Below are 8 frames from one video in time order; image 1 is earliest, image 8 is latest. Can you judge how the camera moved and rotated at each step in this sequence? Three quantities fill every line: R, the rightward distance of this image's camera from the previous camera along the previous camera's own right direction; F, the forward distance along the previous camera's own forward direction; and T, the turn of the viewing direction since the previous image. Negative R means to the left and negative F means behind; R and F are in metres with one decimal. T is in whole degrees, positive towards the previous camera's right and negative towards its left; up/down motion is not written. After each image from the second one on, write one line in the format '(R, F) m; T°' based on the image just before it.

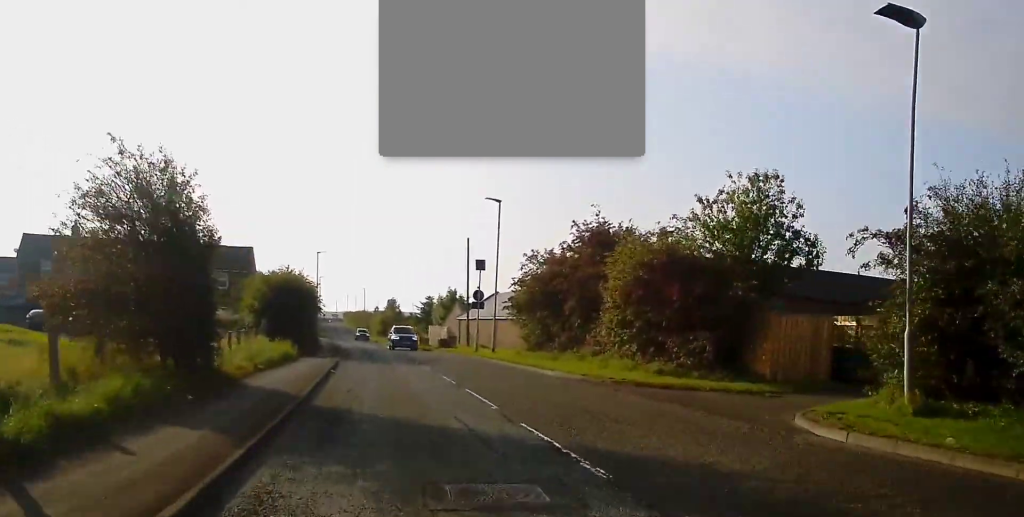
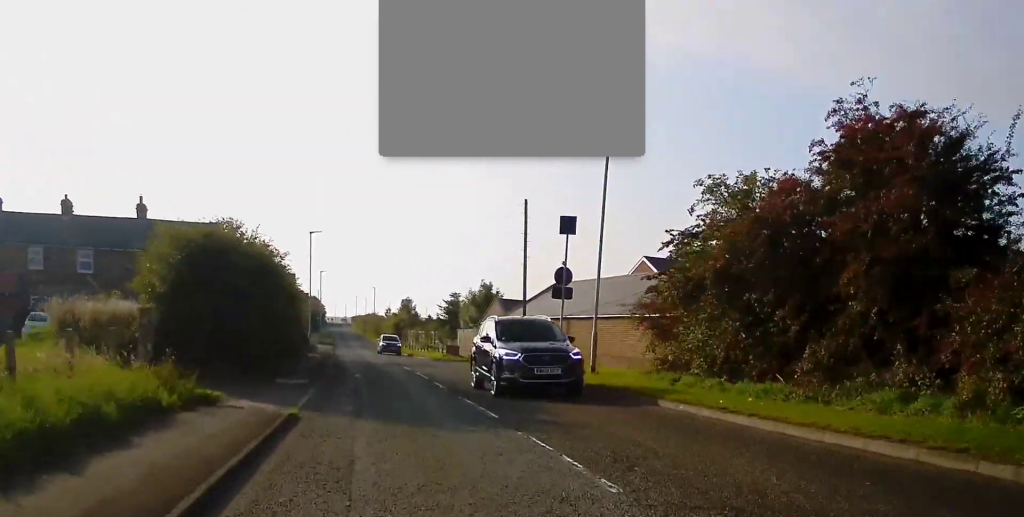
(-0.4, +18.4) m; -1°
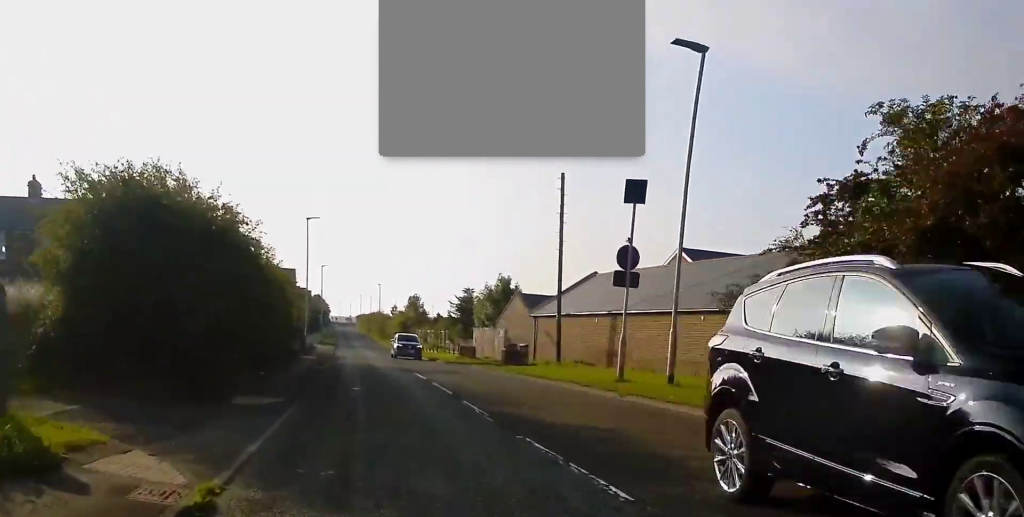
(0.0, +6.2) m; 0°
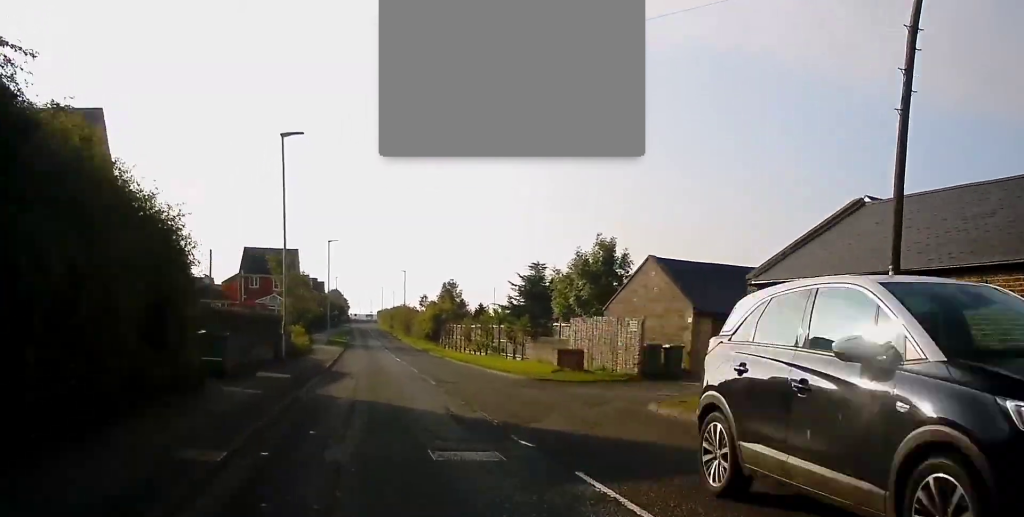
(-0.1, +20.7) m; -2°
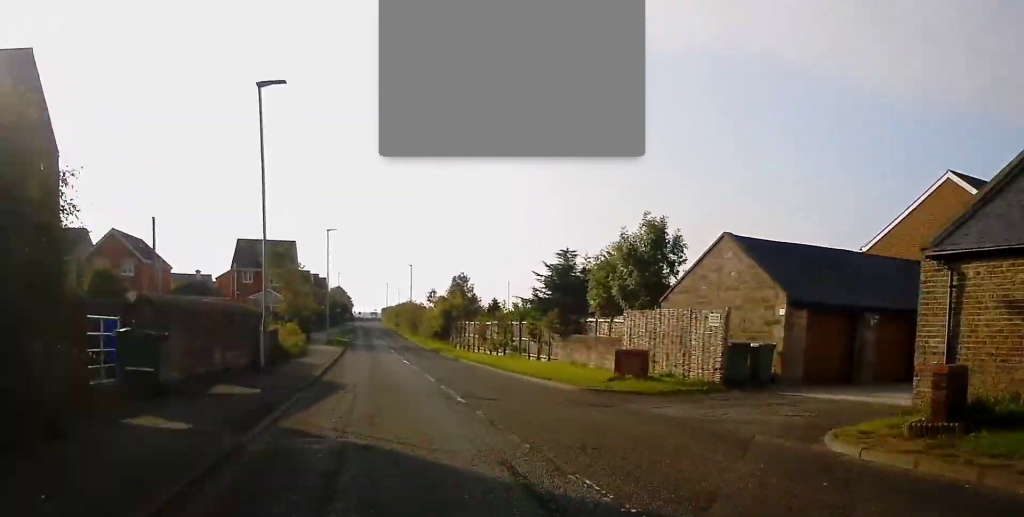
(-0.3, +6.2) m; -1°
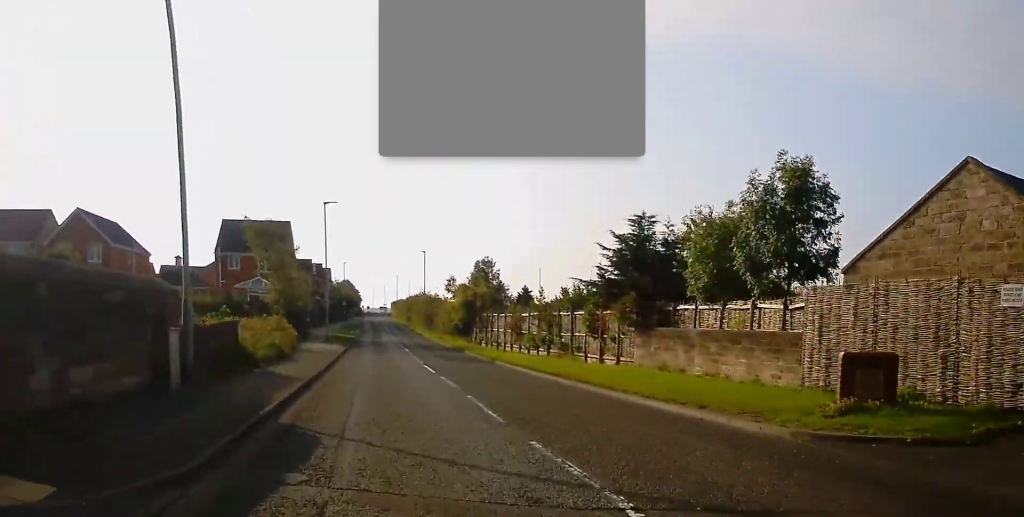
(-0.1, +10.4) m; +1°
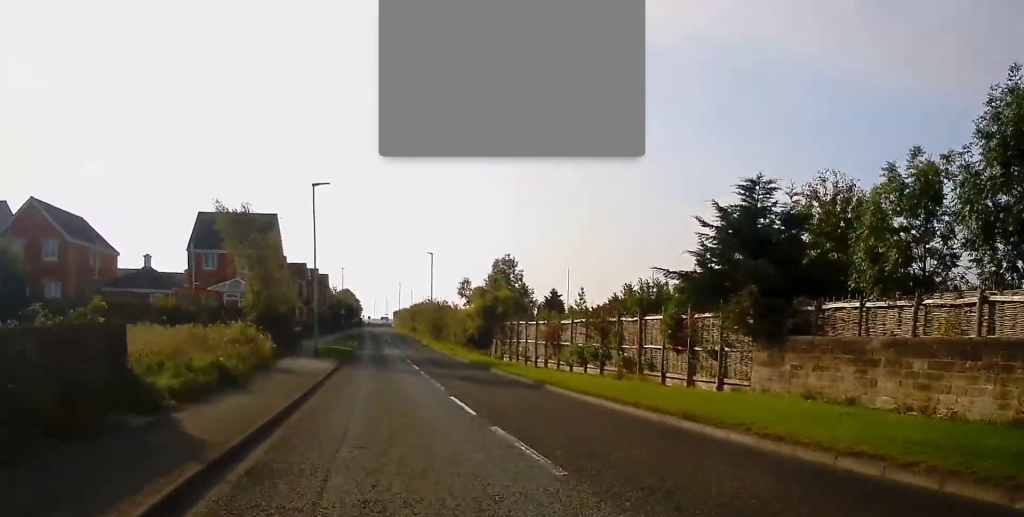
(+0.2, +9.3) m; +1°
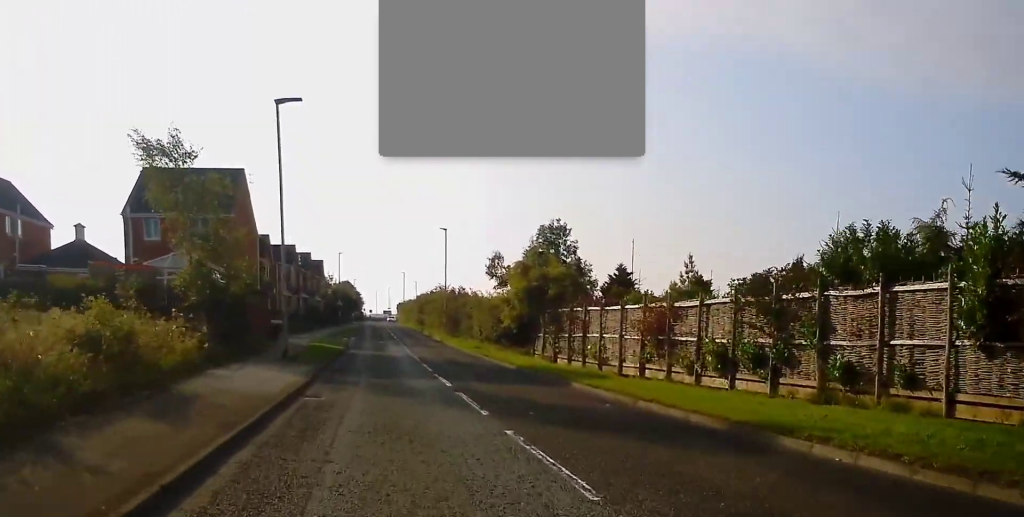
(-0.1, +13.5) m; -2°
